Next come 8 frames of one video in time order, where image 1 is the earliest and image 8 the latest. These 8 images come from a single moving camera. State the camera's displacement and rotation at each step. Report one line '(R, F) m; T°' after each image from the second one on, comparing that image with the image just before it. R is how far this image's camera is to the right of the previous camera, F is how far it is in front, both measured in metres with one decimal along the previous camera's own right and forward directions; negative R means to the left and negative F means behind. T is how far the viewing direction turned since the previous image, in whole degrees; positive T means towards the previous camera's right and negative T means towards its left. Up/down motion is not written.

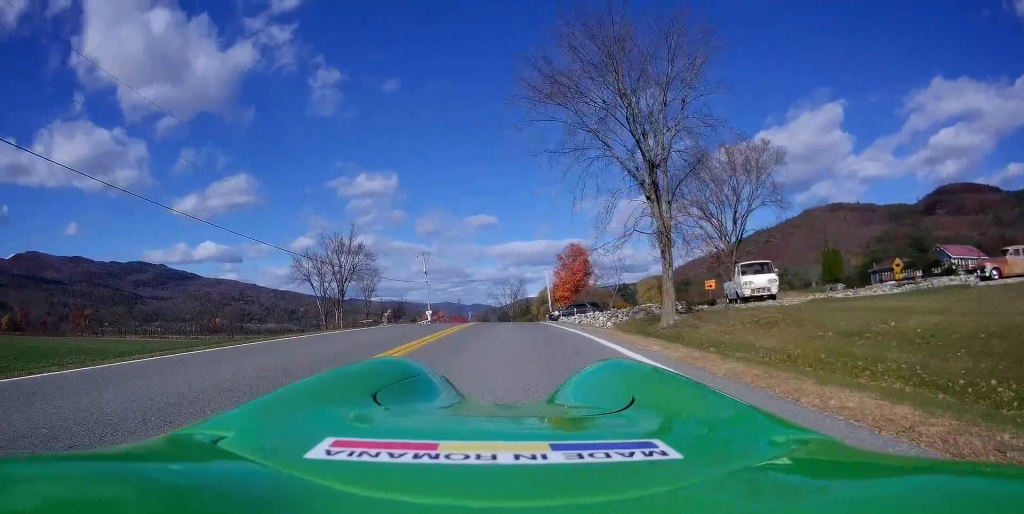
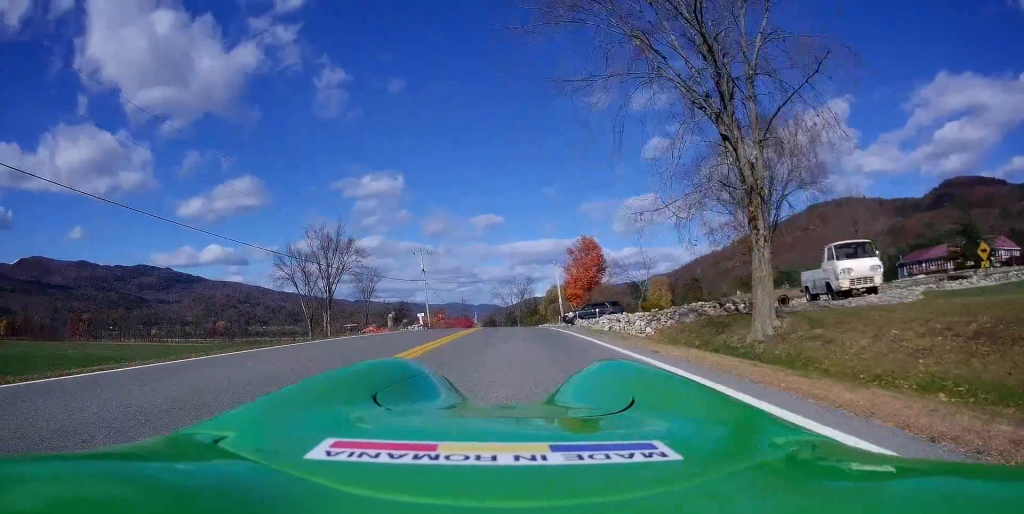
(+0.3, +7.3) m; +1°
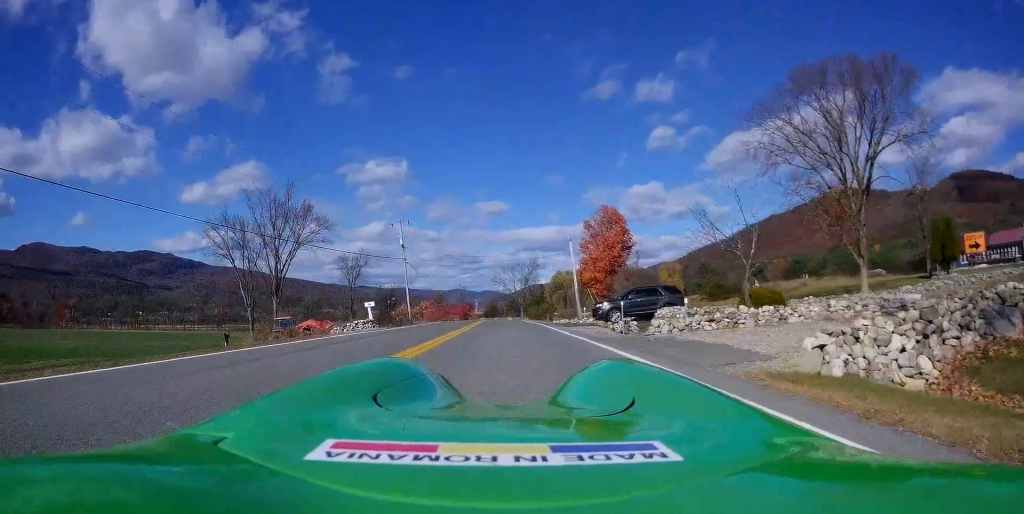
(-0.4, +15.6) m; -4°
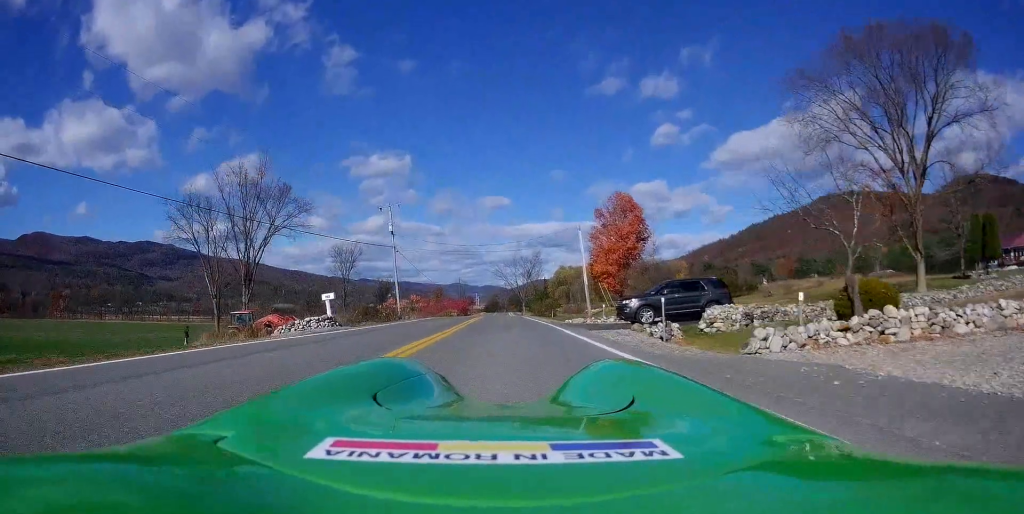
(-0.2, +6.6) m; 0°
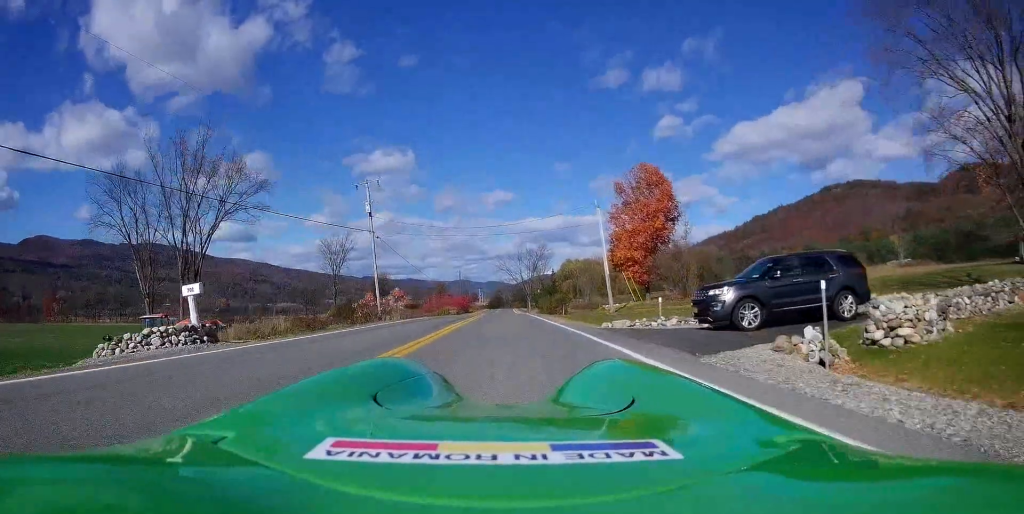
(+0.3, +10.0) m; -1°
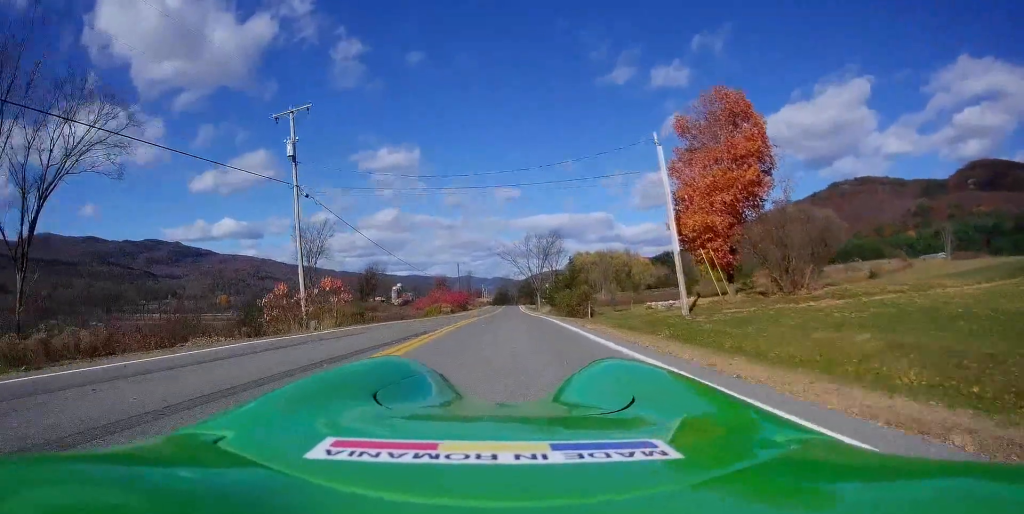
(-0.7, +17.6) m; -1°
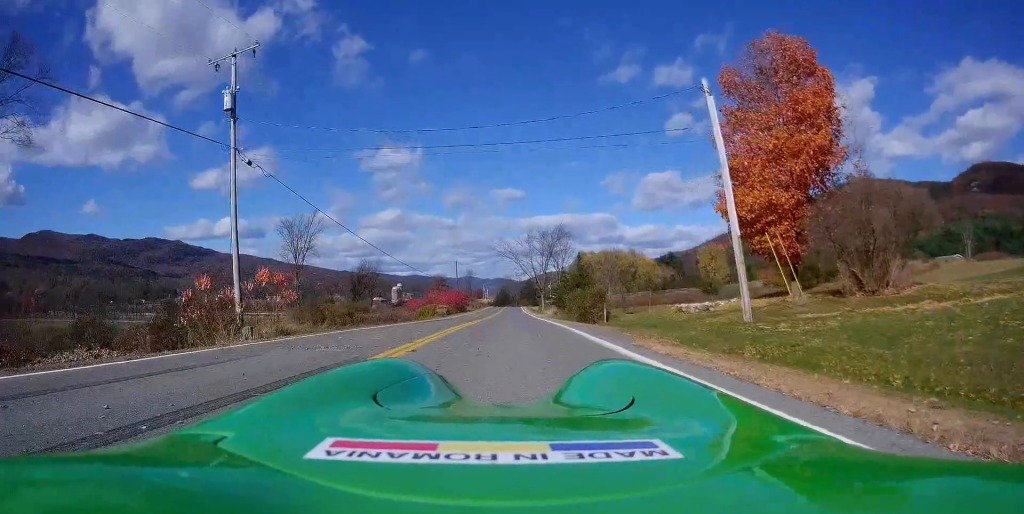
(+0.2, +7.4) m; +2°
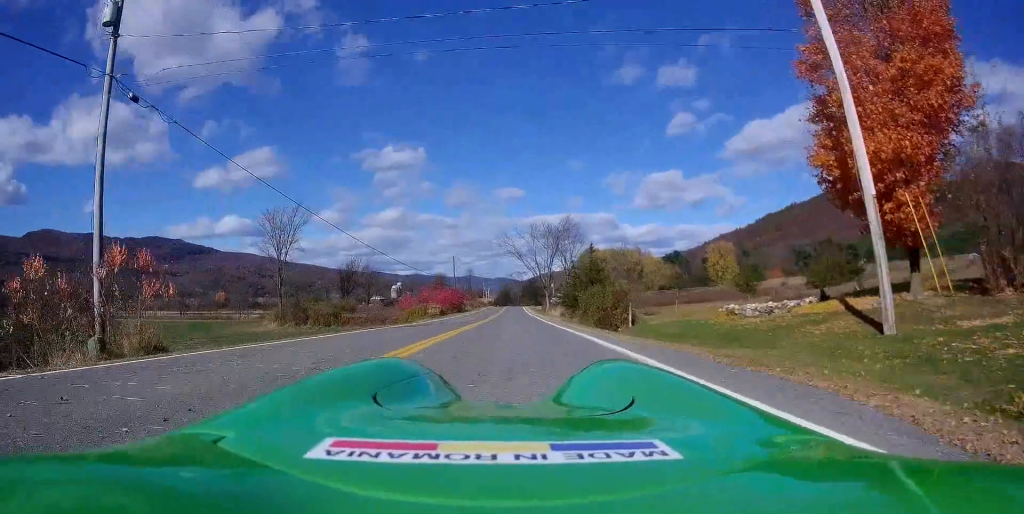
(+0.2, +8.3) m; +1°
